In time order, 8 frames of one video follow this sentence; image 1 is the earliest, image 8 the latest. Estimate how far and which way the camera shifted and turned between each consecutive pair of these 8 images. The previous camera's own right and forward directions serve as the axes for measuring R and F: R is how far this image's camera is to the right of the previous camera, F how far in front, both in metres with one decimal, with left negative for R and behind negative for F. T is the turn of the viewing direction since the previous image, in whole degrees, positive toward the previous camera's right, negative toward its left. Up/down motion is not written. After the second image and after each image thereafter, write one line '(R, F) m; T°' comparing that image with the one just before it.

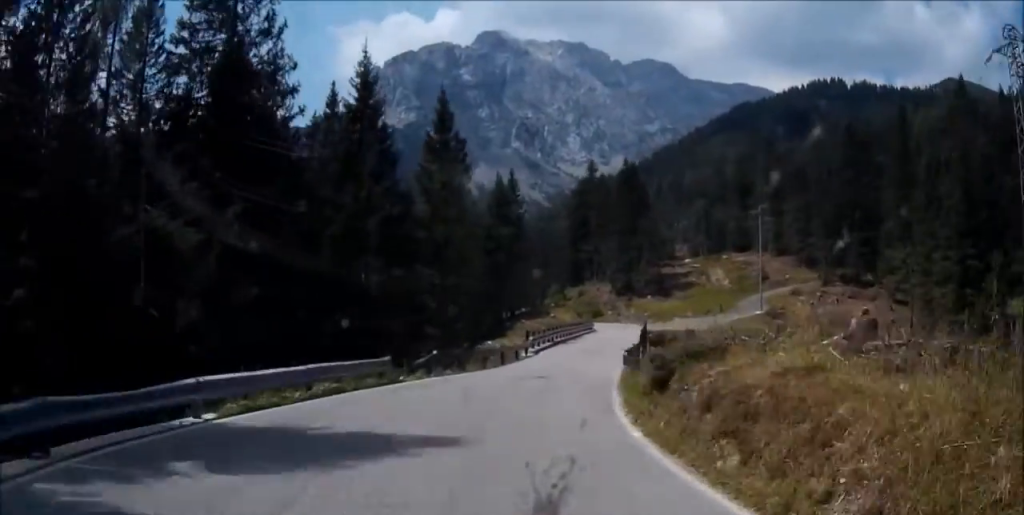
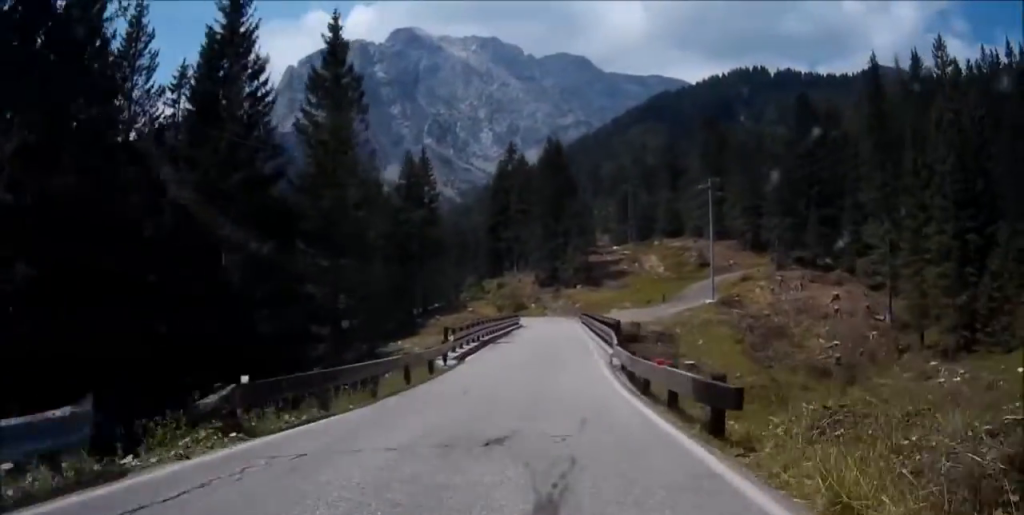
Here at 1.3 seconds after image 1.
(+0.5, +12.5) m; +3°
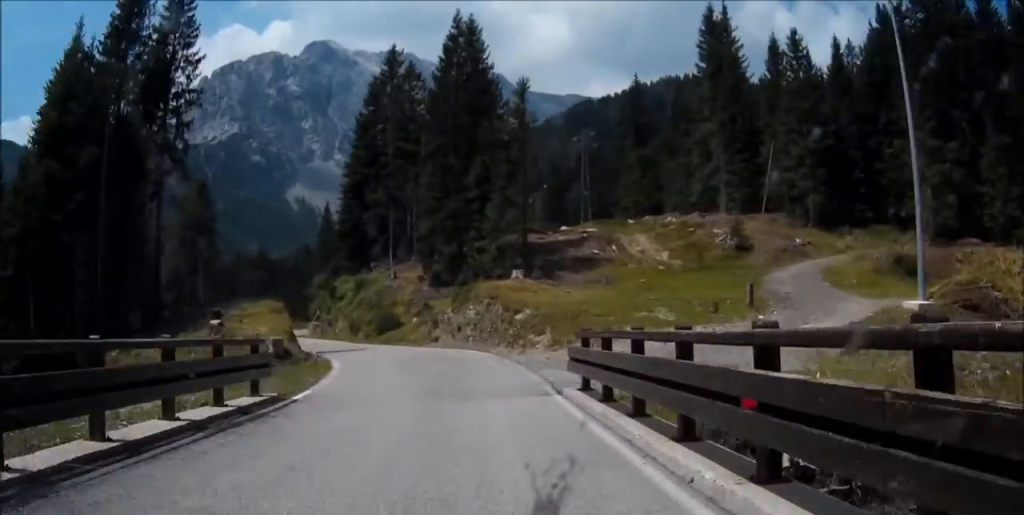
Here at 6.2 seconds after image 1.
(+2.8, +51.4) m; +2°
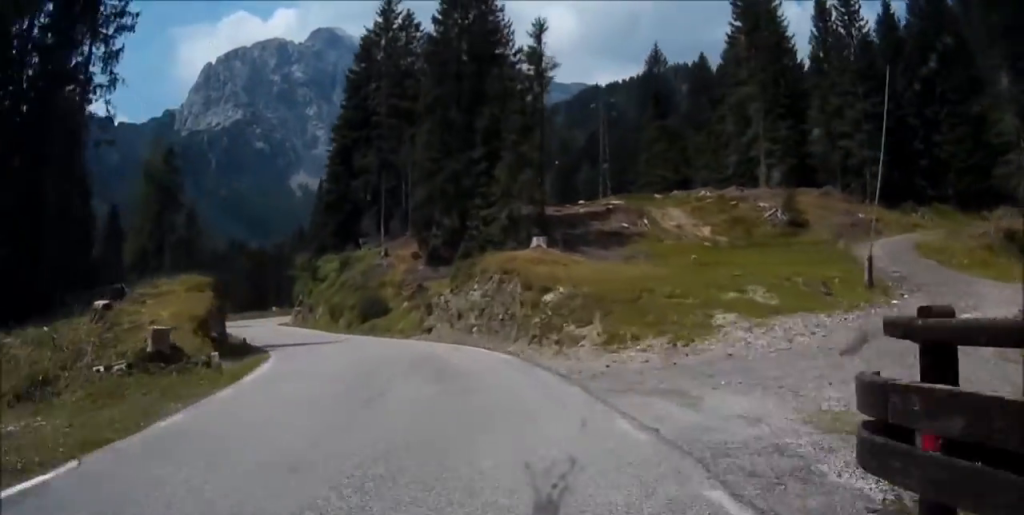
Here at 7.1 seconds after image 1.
(+0.1, +10.0) m; -3°
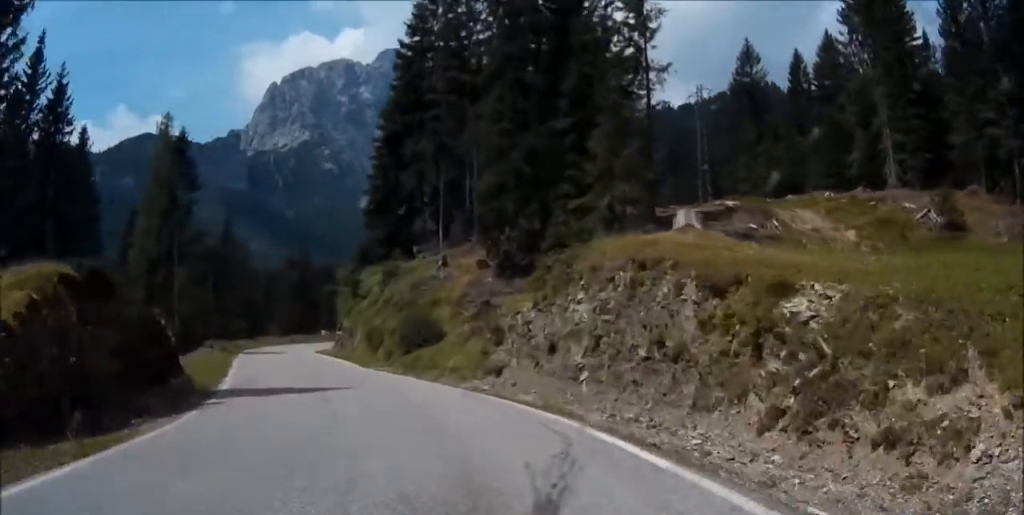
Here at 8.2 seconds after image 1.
(+0.3, +13.0) m; -4°
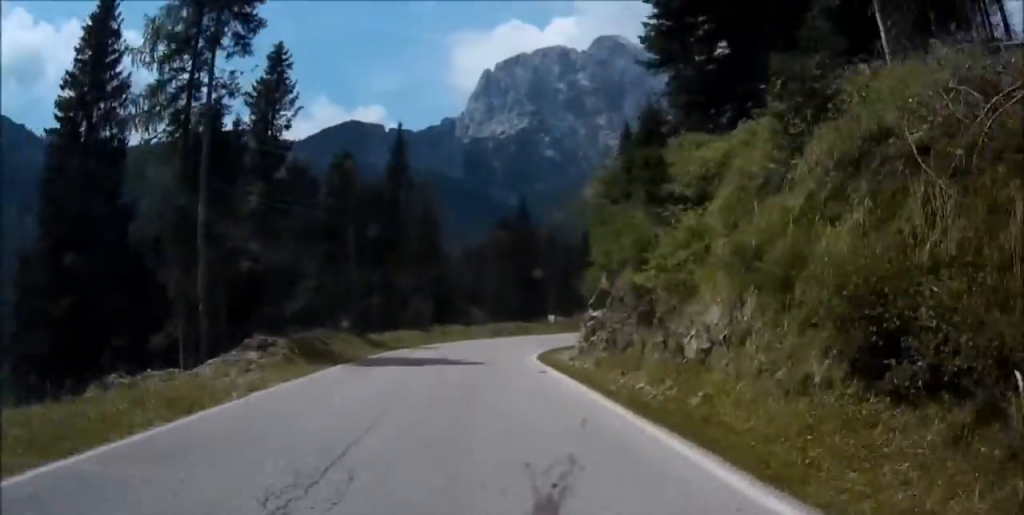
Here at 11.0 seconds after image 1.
(-4.4, +33.1) m; -7°
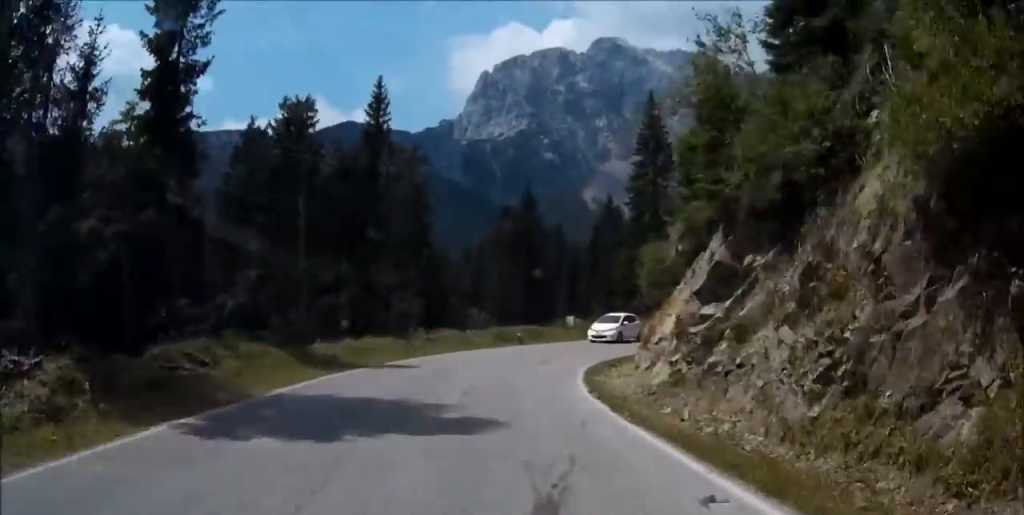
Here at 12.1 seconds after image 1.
(-0.8, +13.0) m; +2°
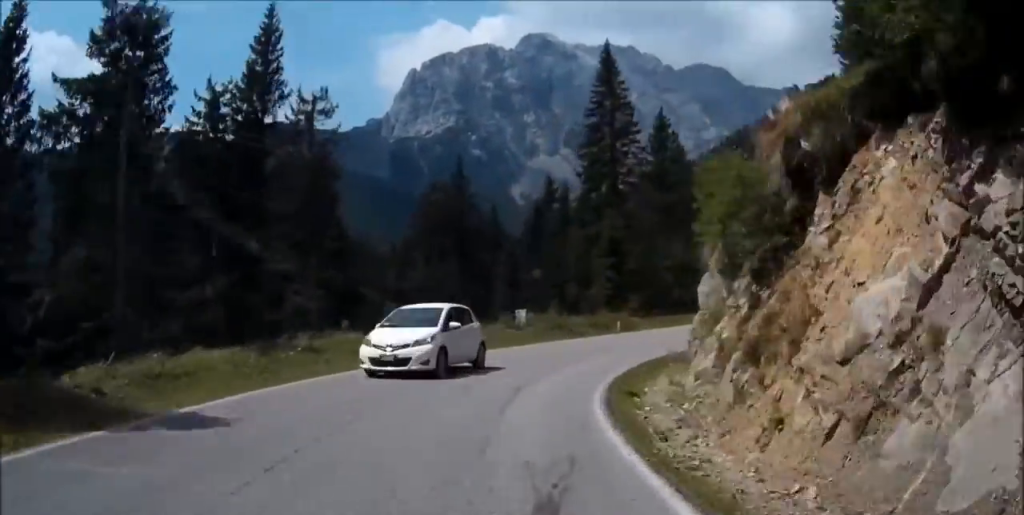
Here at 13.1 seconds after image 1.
(+1.1, +13.3) m; +8°
